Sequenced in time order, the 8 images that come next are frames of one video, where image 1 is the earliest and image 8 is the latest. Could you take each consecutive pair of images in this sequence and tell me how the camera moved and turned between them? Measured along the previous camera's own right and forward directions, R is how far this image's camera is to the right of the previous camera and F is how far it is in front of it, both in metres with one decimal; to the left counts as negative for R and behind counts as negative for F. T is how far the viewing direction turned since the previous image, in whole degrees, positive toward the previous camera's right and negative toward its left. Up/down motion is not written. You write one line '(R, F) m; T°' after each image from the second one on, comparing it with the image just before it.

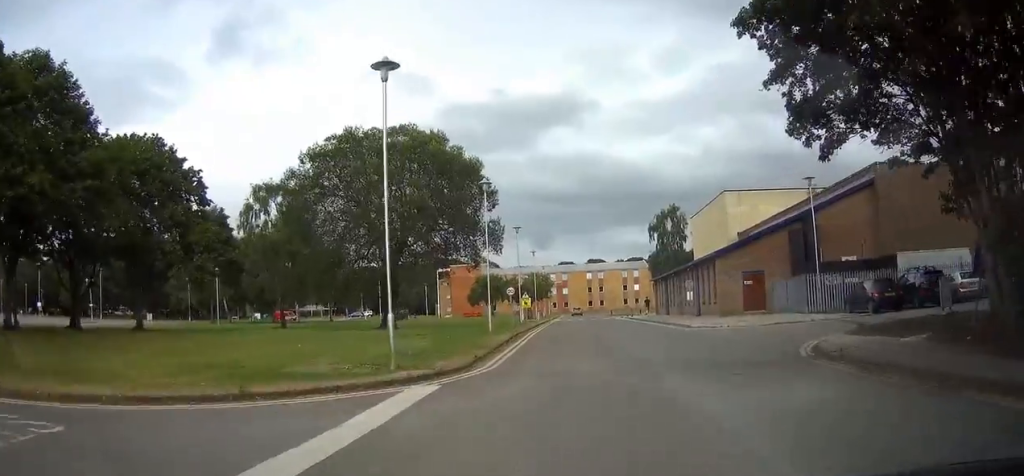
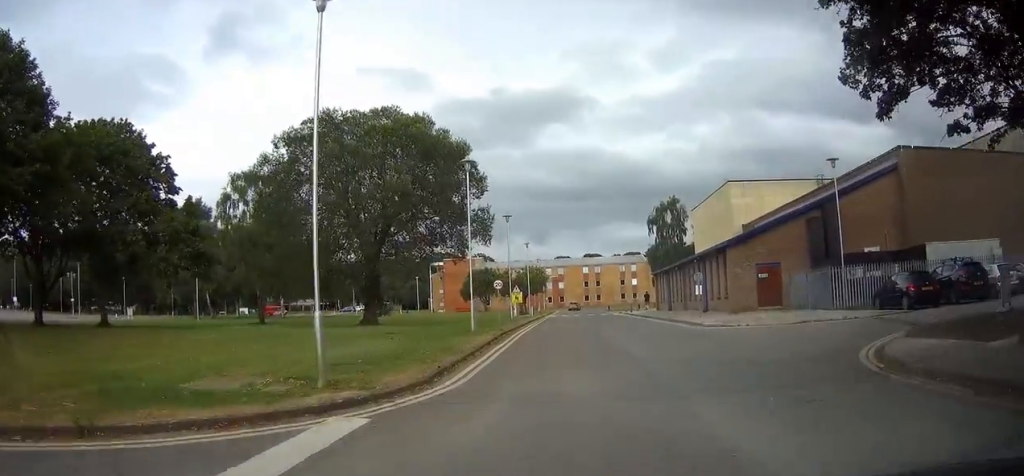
(0.0, +3.8) m; -1°
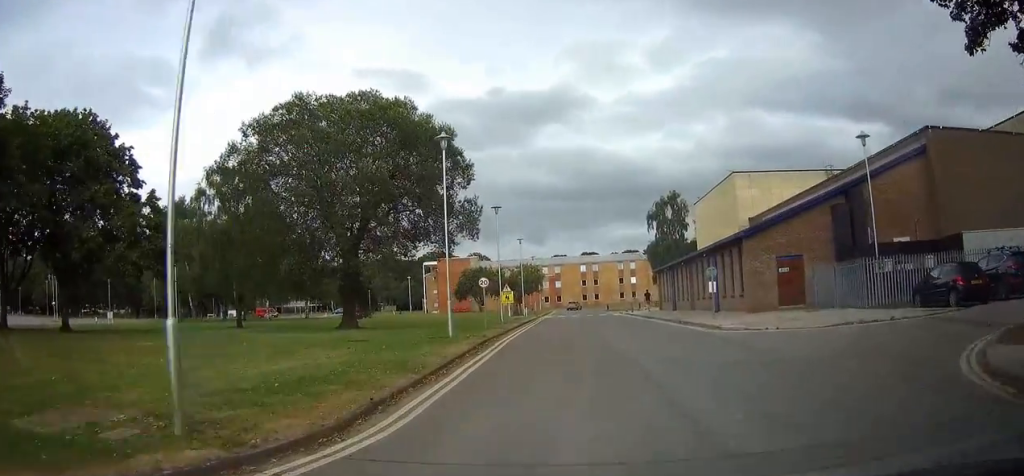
(0.0, +4.1) m; -1°
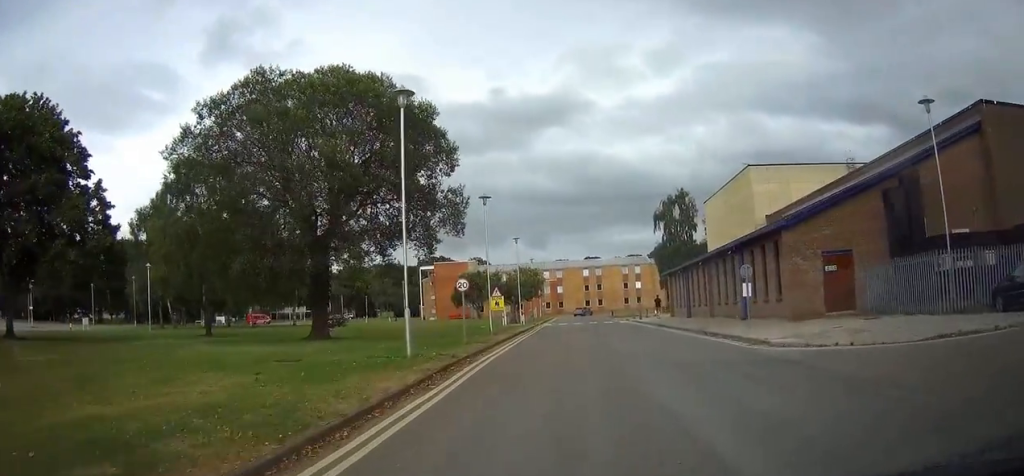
(-0.1, +5.6) m; -1°
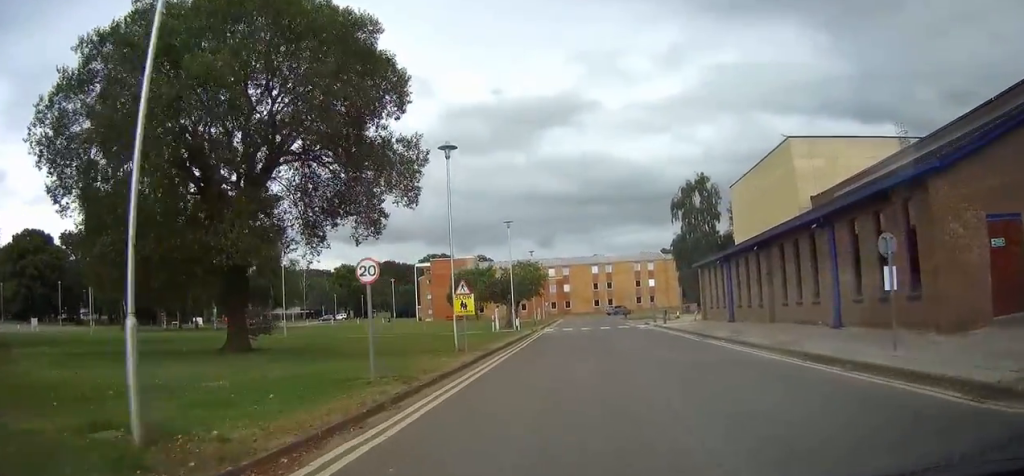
(-0.1, +10.8) m; +2°
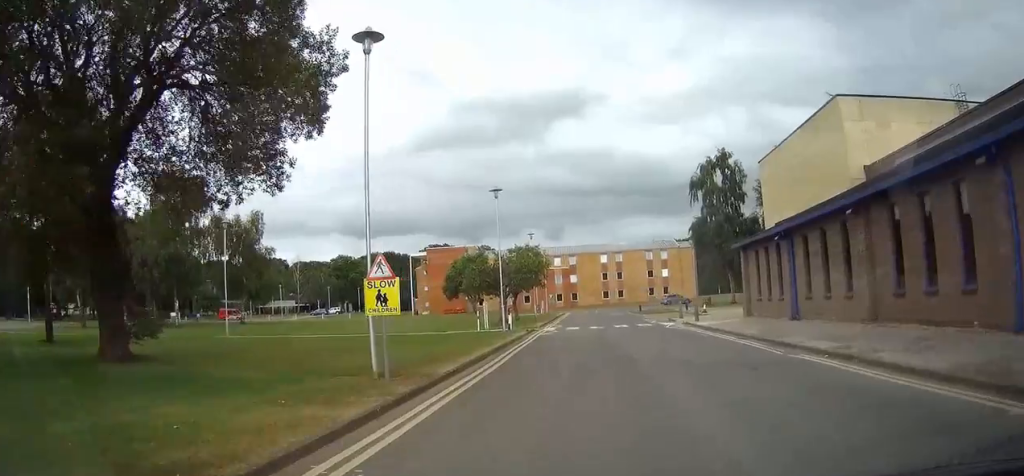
(+0.6, +9.3) m; +3°
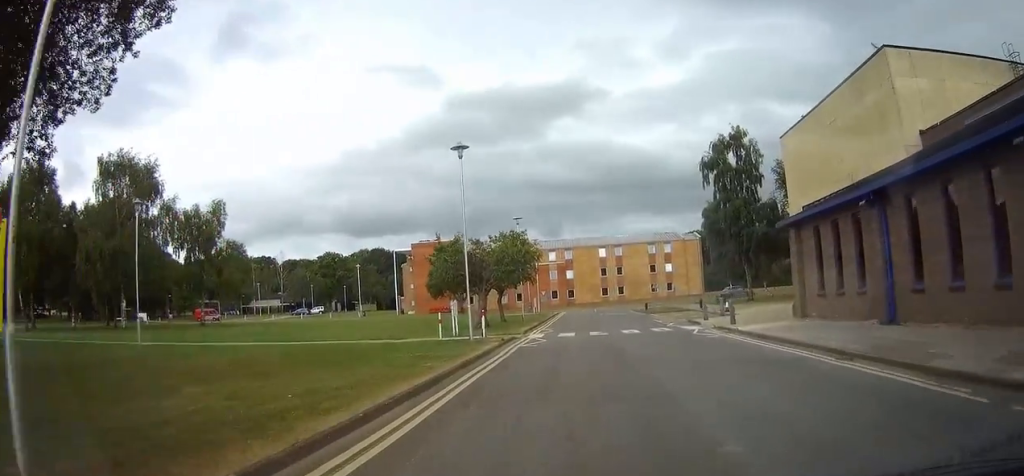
(-0.3, +8.8) m; -5°
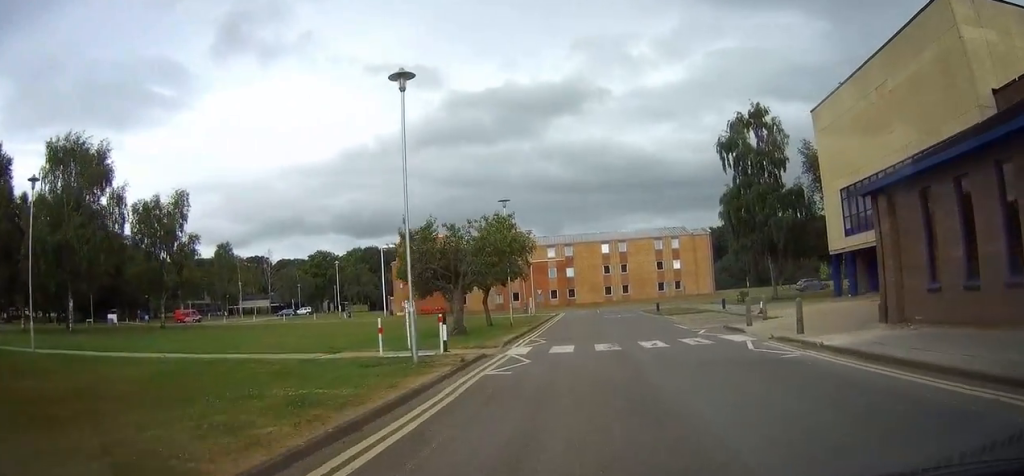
(-0.2, +8.0) m; -1°
